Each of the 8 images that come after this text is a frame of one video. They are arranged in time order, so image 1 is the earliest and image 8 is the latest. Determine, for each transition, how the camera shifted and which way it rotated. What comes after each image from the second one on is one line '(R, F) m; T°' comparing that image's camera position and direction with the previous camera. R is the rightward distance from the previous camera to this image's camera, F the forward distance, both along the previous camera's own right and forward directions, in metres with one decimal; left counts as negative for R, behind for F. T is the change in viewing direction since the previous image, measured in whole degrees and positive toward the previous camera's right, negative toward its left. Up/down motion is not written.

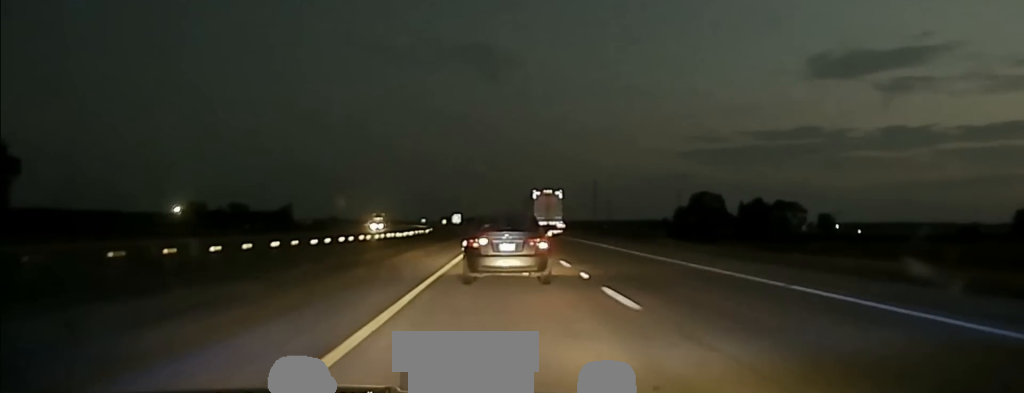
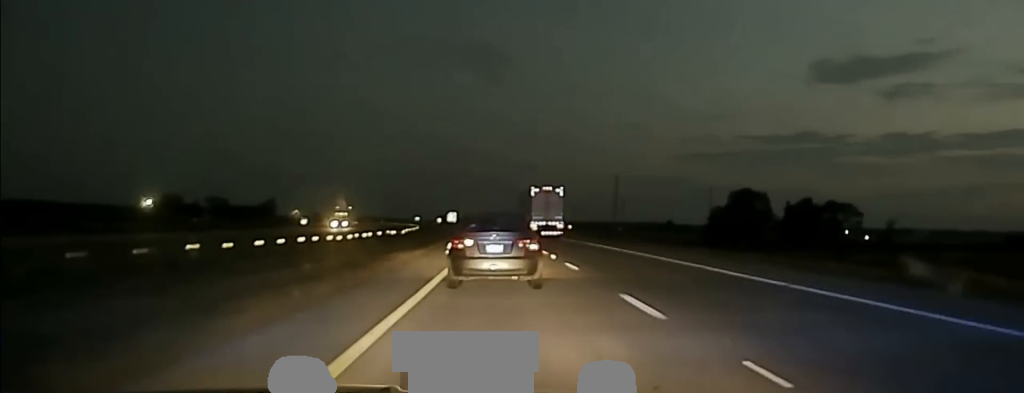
(-0.1, +40.5) m; 0°
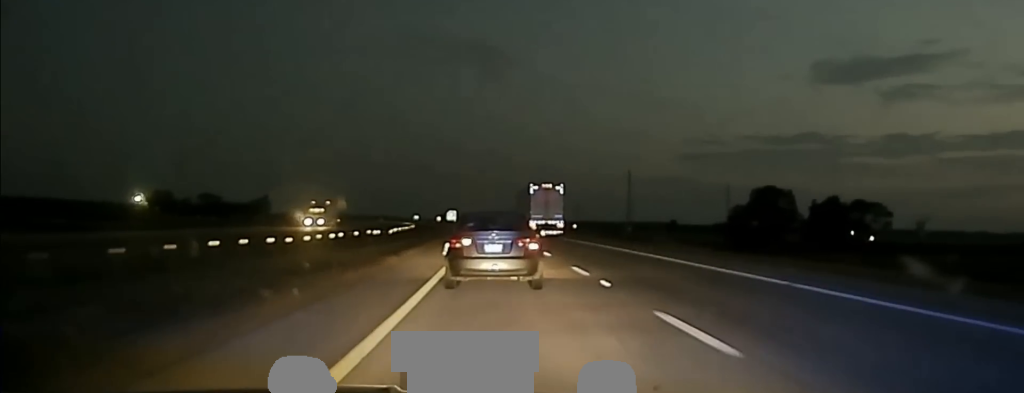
(-0.1, +15.7) m; 0°
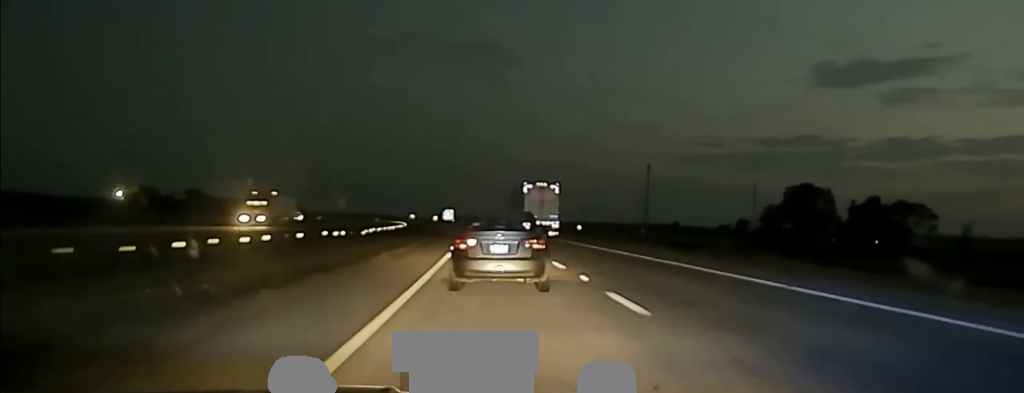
(0.0, +18.1) m; 0°
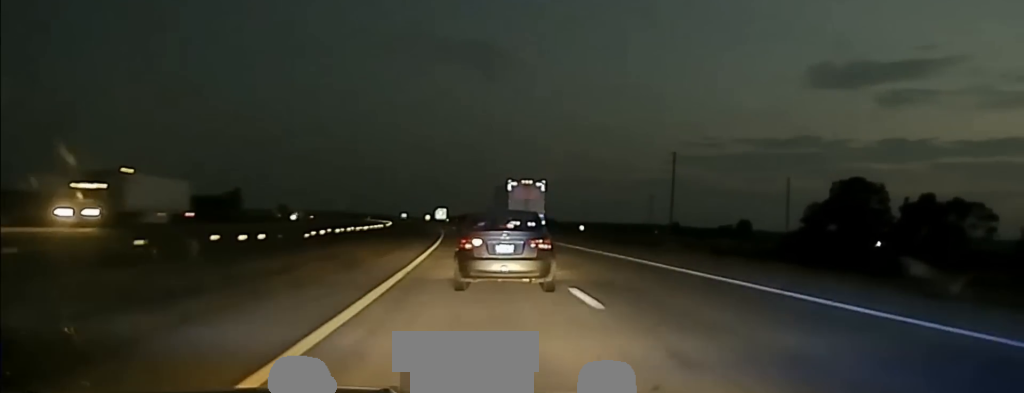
(0.0, +20.6) m; 0°
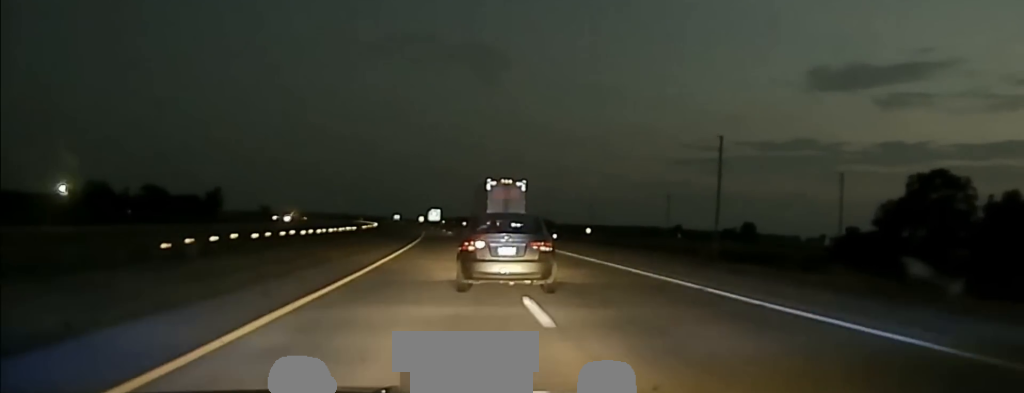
(+0.2, +23.1) m; 0°
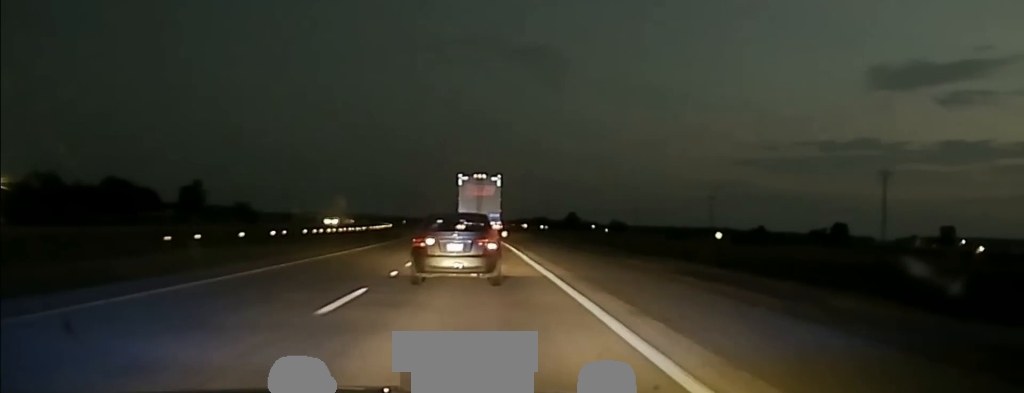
(-3.0, +93.9) m; -4°
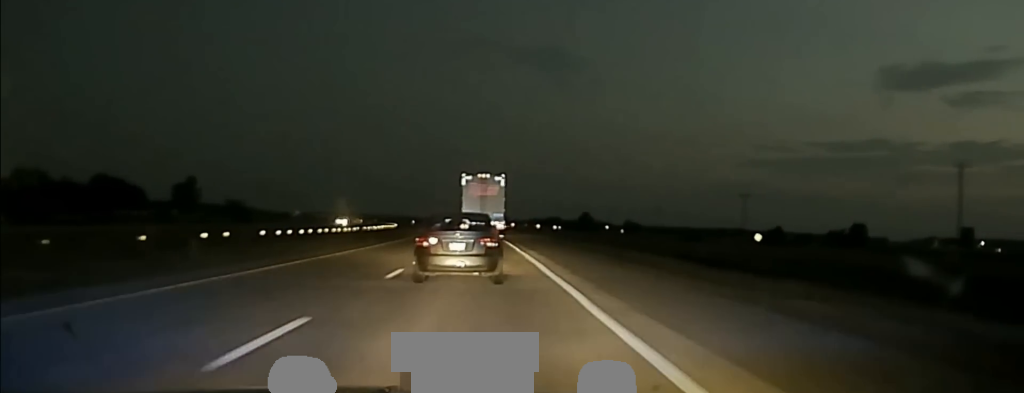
(-0.2, +18.6) m; -1°
